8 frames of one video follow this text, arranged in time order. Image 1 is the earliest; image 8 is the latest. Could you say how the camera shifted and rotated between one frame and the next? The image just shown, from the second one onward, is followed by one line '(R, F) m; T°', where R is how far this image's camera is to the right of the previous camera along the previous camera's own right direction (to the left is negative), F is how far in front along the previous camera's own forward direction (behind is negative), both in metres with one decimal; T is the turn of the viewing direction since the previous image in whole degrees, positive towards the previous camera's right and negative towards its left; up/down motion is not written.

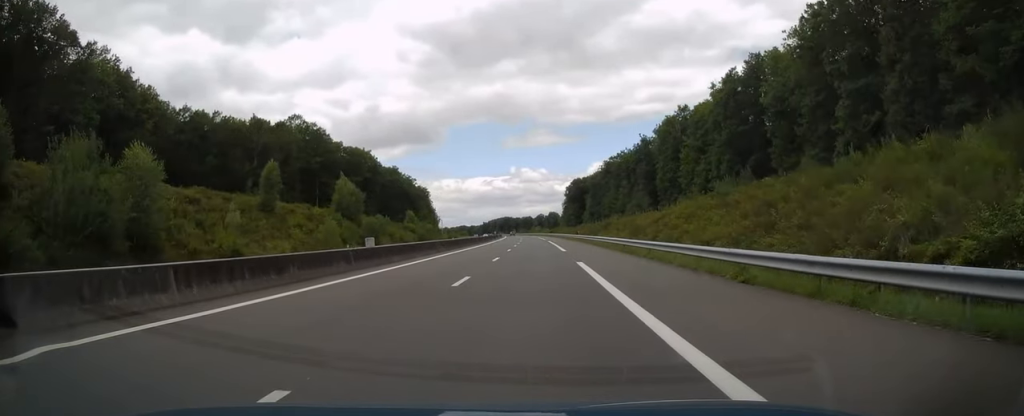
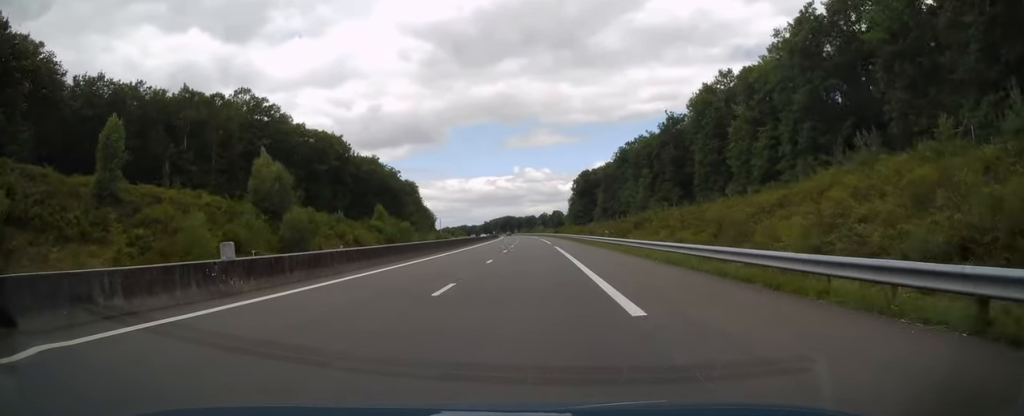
(+0.3, +28.3) m; 0°
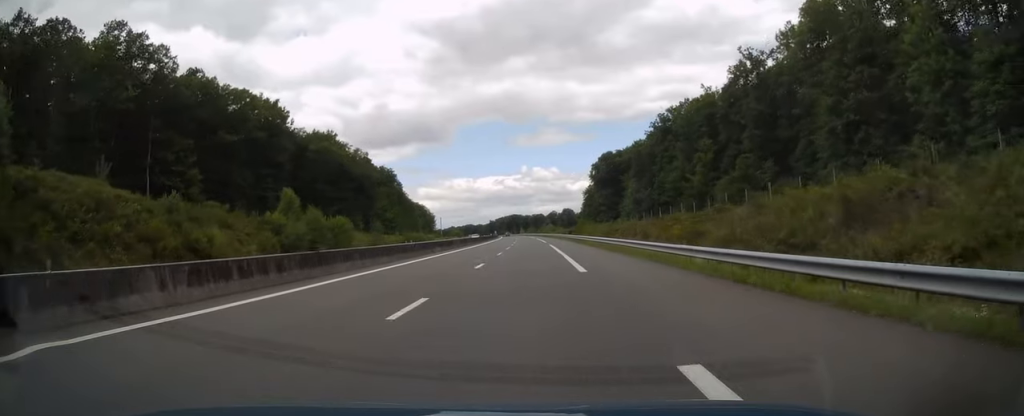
(-0.6, +42.4) m; -1°
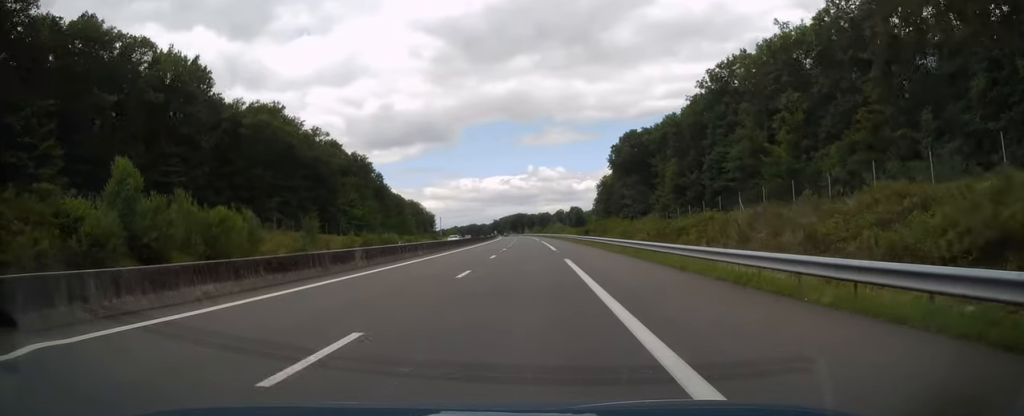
(0.0, +30.2) m; 0°
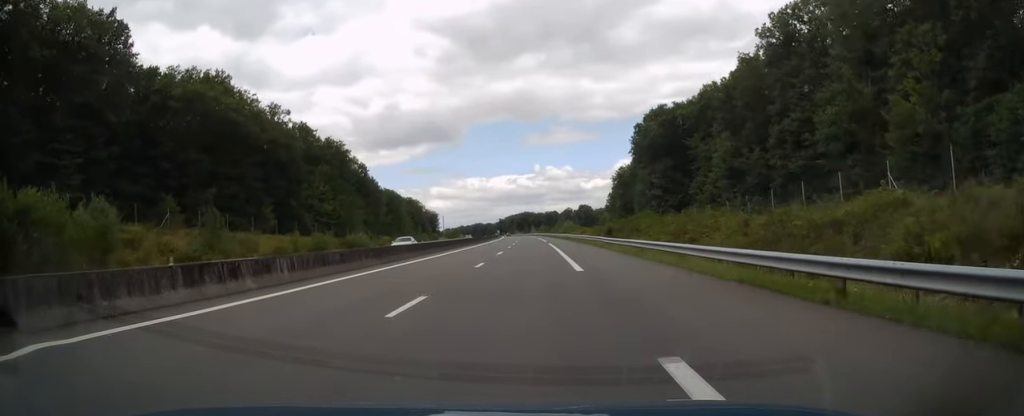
(0.0, +21.5) m; 0°
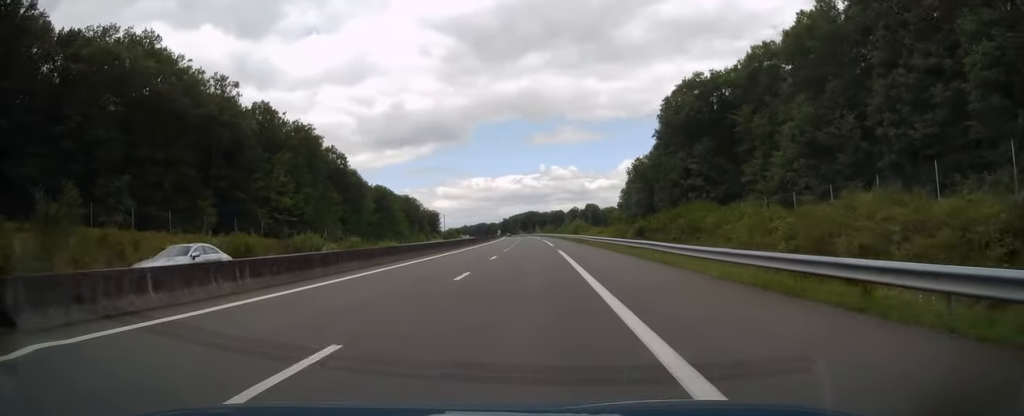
(0.0, +18.5) m; -1°
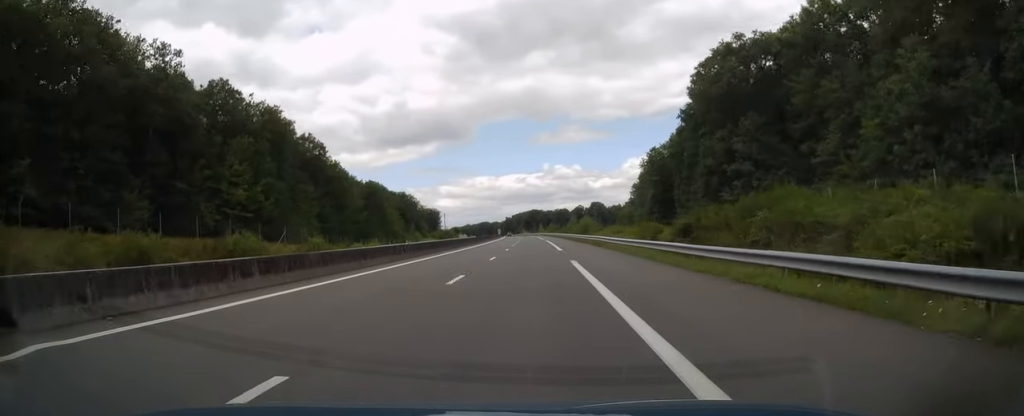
(-0.2, +14.6) m; -1°
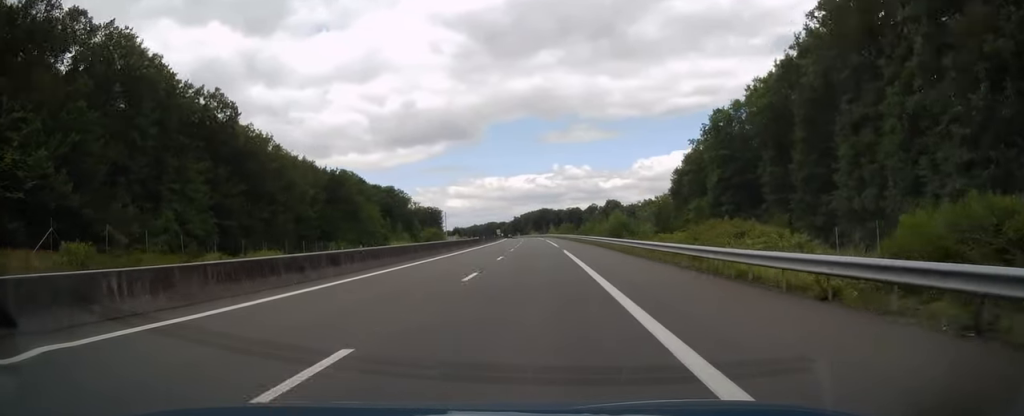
(-0.7, +37.5) m; -1°
